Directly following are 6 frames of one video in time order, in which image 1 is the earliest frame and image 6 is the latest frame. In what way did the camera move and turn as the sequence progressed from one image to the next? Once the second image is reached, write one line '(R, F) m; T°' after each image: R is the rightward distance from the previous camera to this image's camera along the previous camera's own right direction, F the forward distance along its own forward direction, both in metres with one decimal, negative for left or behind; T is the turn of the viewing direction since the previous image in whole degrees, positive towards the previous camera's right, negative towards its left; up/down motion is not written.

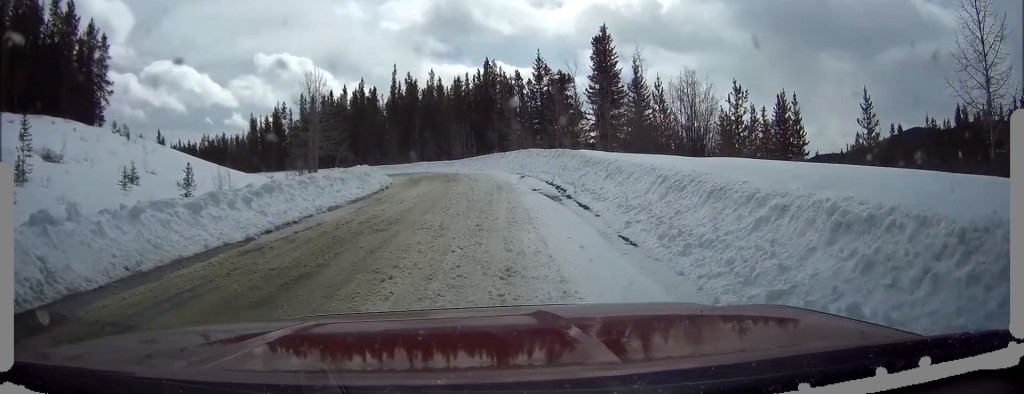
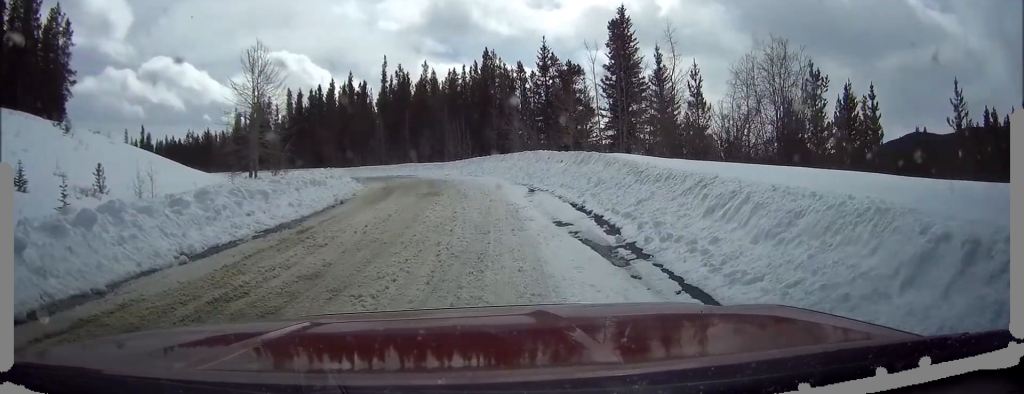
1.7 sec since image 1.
(0.0, +8.7) m; 0°
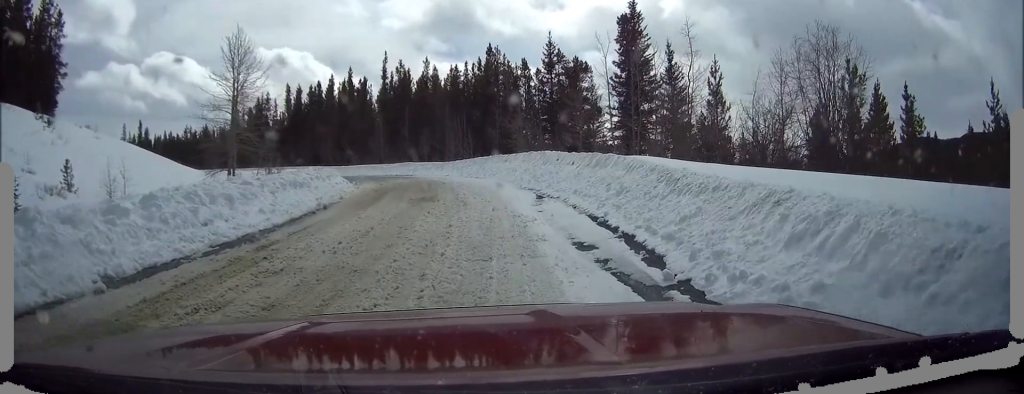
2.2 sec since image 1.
(0.0, +2.7) m; +1°
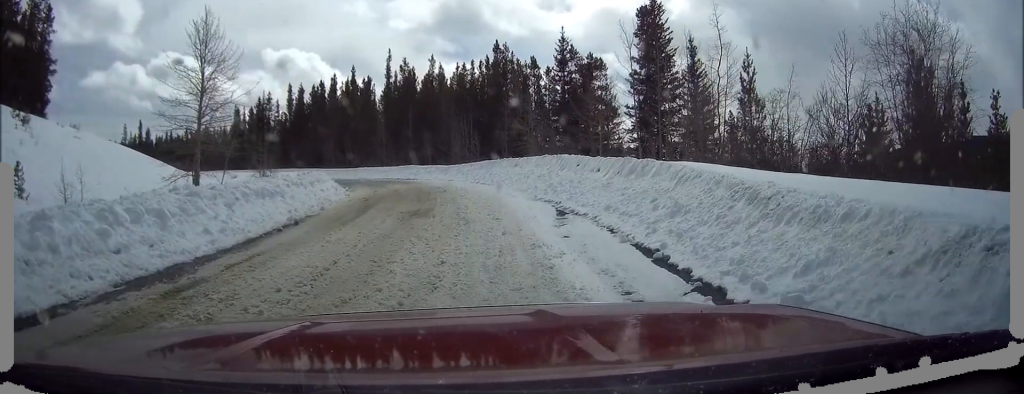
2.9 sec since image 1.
(0.0, +3.9) m; +3°
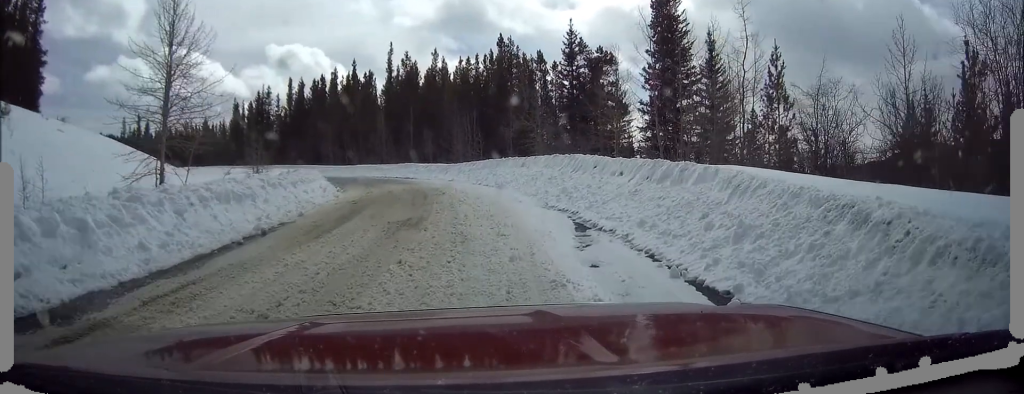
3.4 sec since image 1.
(+0.2, +2.9) m; +1°
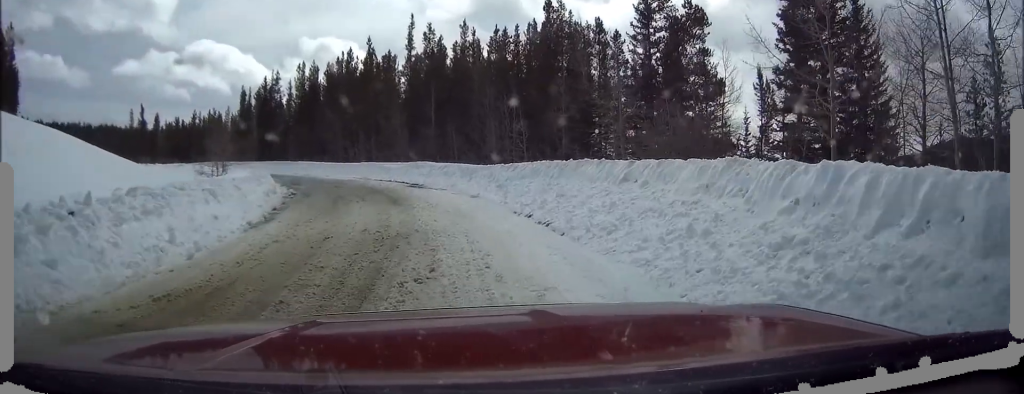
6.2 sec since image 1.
(-0.7, +15.6) m; -7°
